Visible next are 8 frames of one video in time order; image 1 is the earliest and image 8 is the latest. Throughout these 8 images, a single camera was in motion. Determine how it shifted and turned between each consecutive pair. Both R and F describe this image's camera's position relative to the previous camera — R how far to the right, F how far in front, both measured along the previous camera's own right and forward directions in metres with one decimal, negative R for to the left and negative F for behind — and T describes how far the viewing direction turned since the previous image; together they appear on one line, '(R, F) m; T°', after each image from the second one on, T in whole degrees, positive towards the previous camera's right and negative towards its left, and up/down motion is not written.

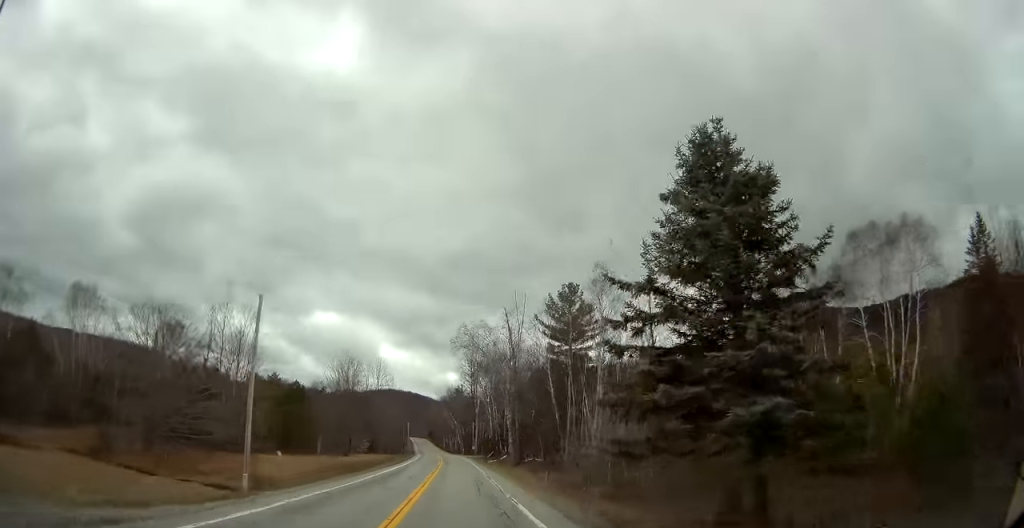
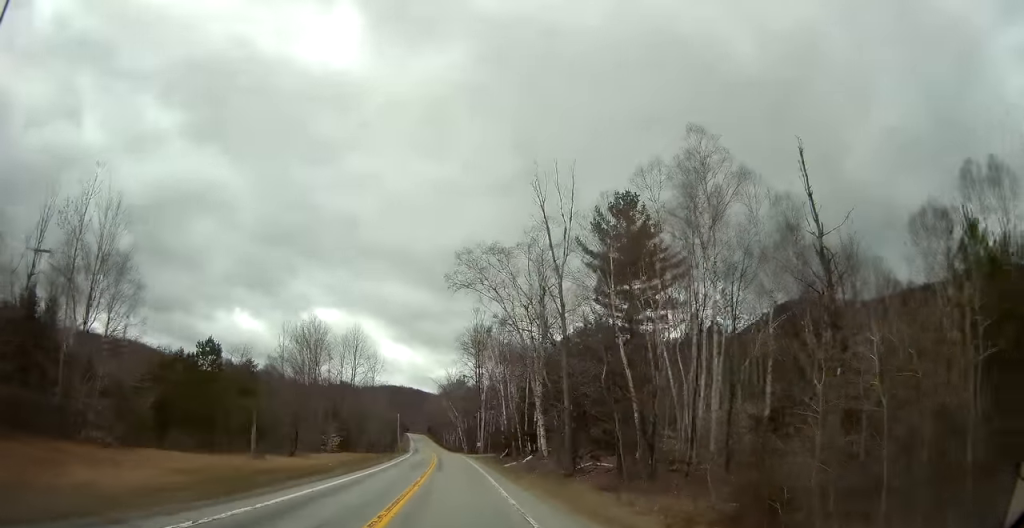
(0.0, +24.4) m; 0°
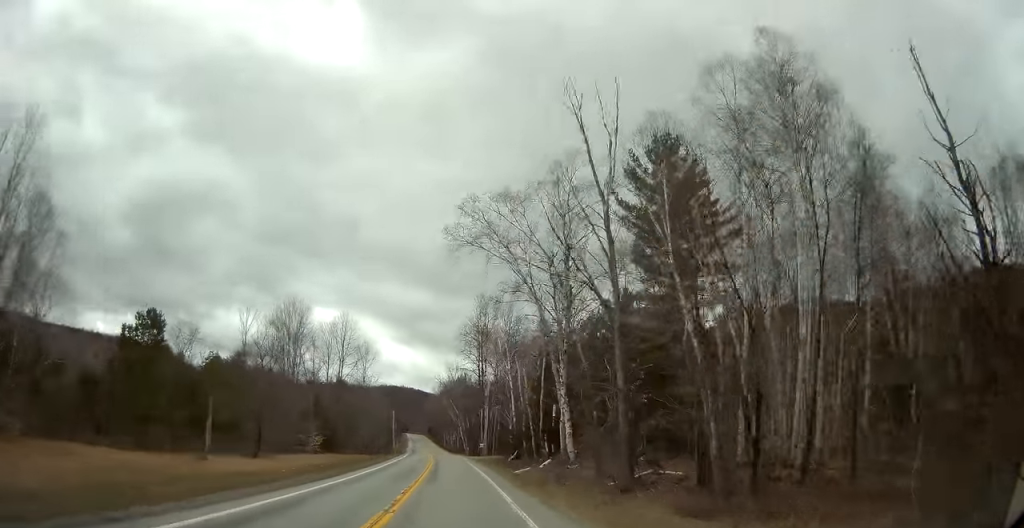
(0.0, +9.4) m; 0°
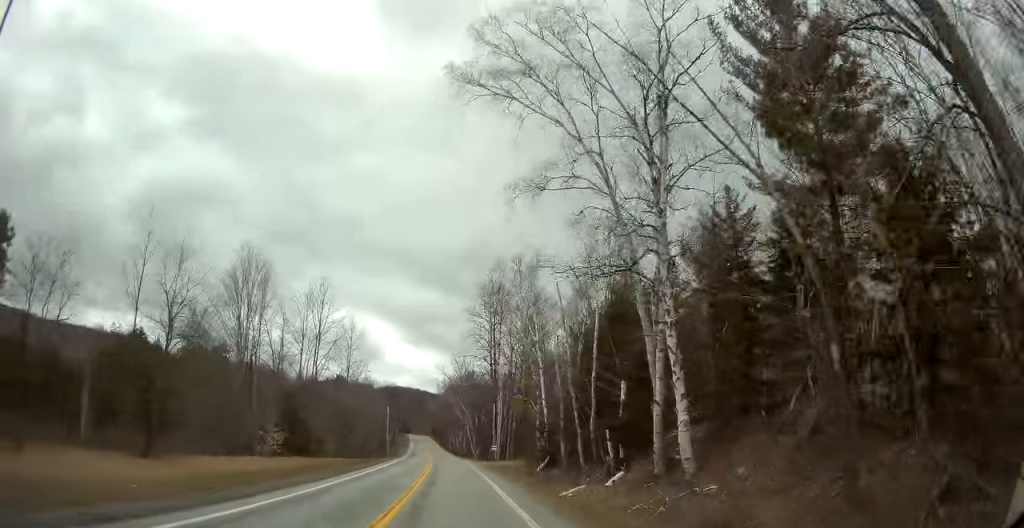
(+0.1, +15.7) m; -1°
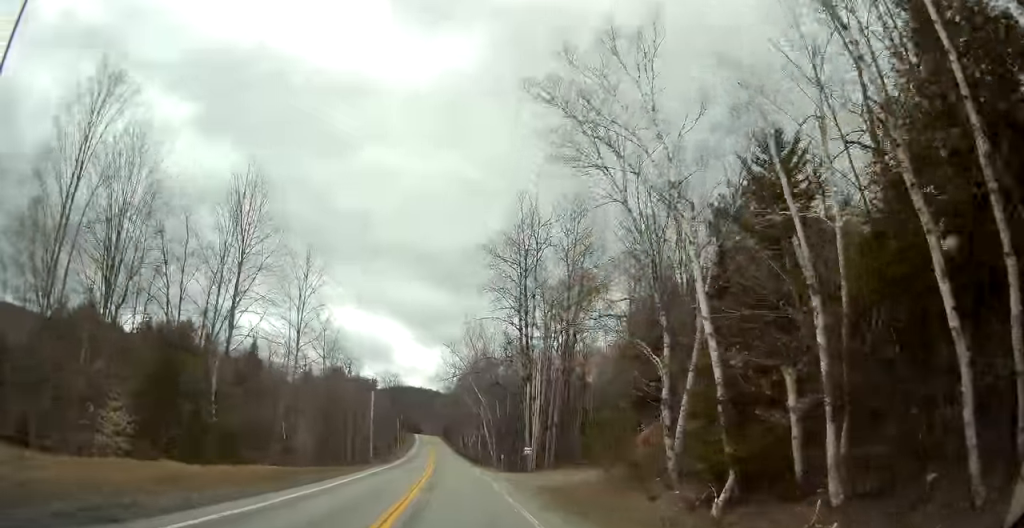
(-0.4, +24.3) m; -1°
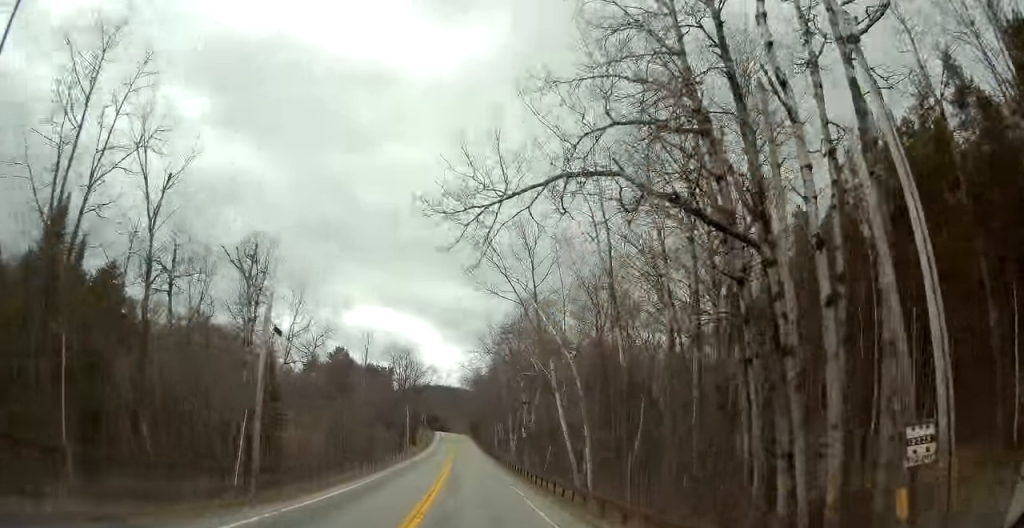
(-0.5, +38.0) m; -2°
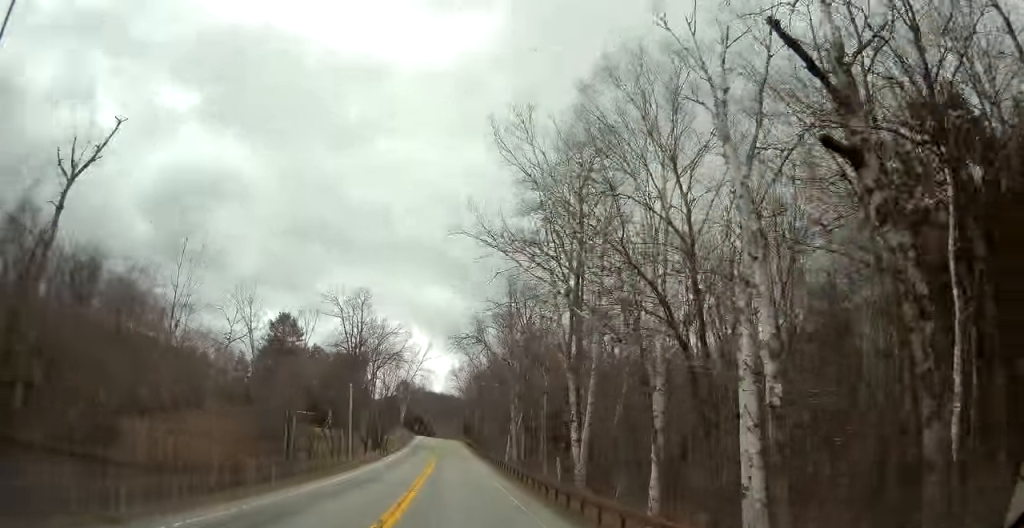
(-0.5, +44.4) m; 0°
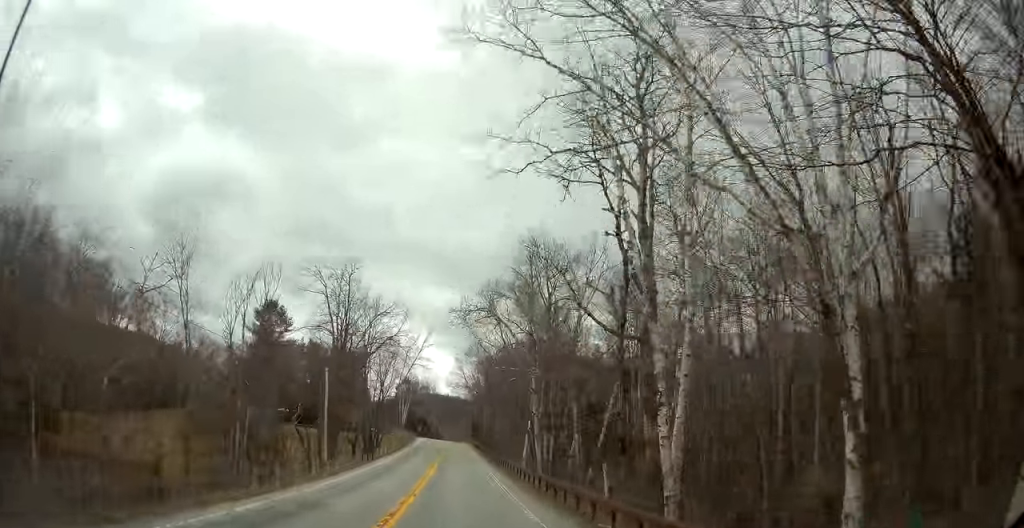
(-0.1, +11.8) m; 0°
